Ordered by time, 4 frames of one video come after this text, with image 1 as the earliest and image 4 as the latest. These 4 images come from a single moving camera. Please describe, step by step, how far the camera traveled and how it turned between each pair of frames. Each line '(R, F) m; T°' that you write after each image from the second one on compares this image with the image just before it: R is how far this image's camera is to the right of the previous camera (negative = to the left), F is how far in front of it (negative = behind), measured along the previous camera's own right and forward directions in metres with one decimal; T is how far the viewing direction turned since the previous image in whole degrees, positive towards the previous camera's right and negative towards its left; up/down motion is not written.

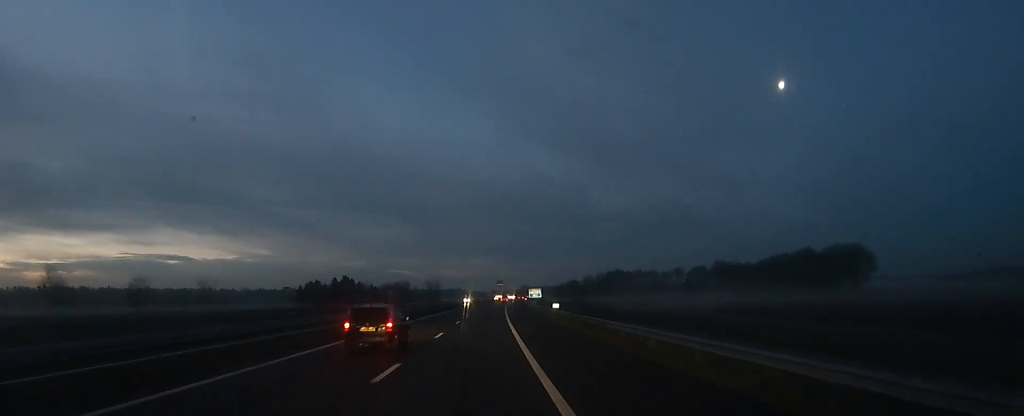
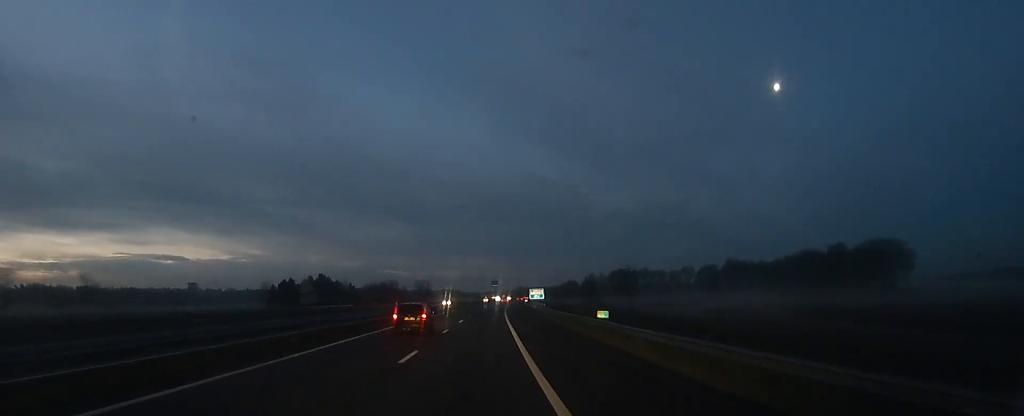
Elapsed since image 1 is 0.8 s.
(+0.1, +20.3) m; 0°
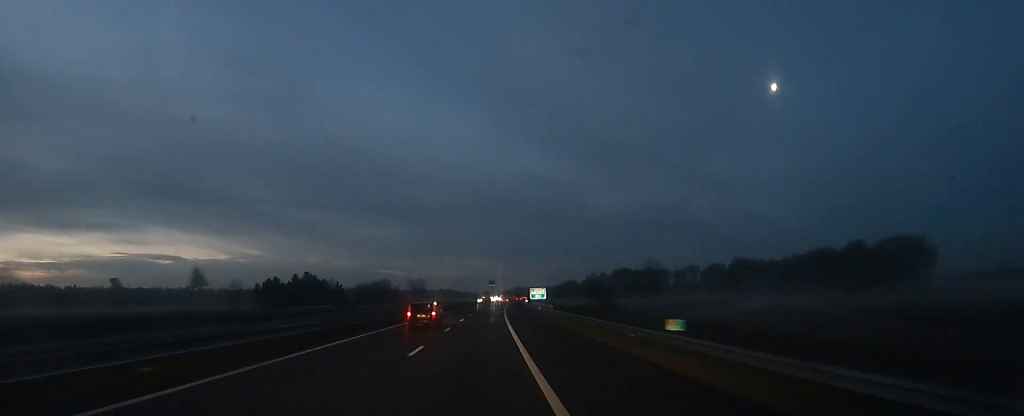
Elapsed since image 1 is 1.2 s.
(0.0, +10.1) m; 0°
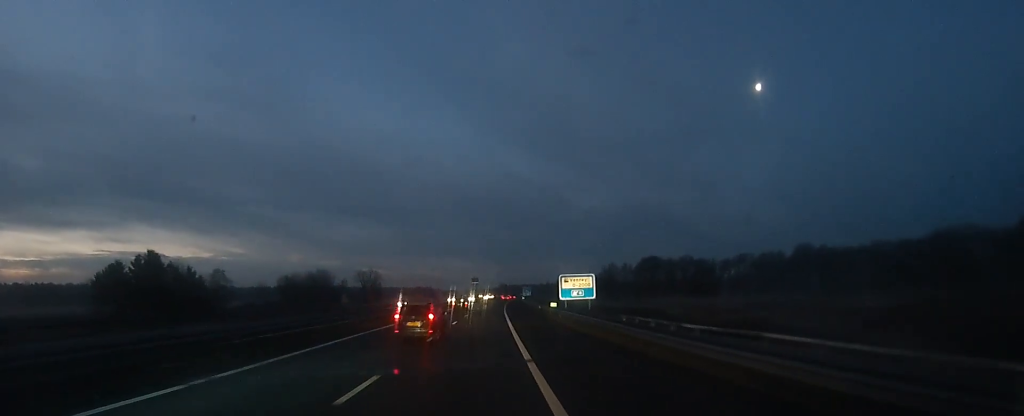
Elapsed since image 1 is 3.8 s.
(+0.4, +66.6) m; +3°
